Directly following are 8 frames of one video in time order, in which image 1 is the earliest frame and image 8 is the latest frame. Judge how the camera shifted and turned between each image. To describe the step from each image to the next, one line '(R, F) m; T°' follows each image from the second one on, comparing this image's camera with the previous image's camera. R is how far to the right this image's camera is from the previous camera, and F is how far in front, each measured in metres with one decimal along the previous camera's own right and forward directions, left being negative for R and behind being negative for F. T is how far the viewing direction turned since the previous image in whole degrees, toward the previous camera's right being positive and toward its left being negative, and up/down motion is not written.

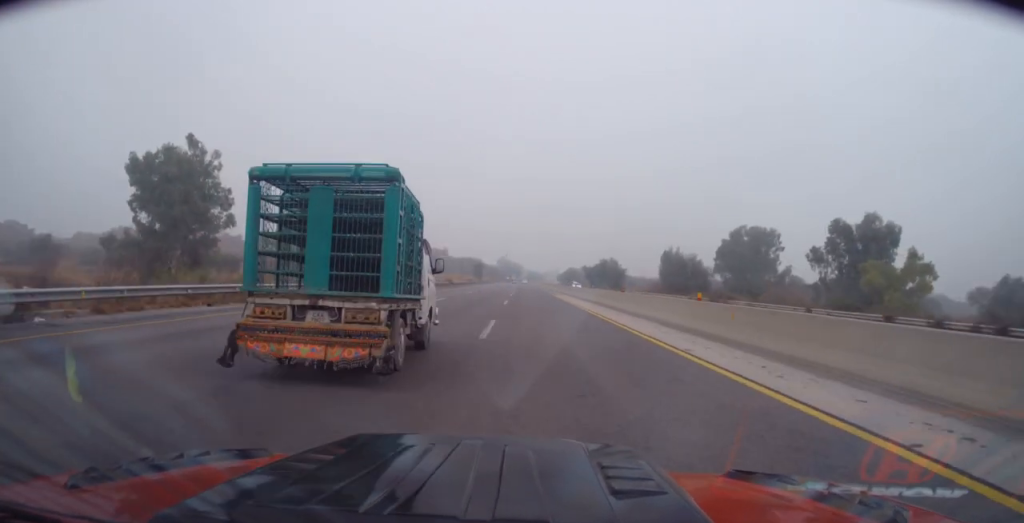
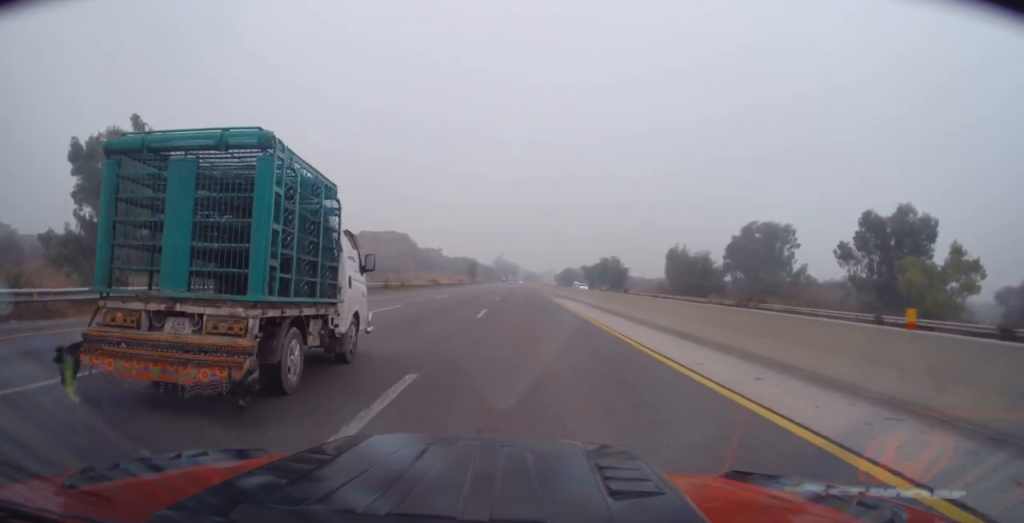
(0.0, +10.8) m; 0°
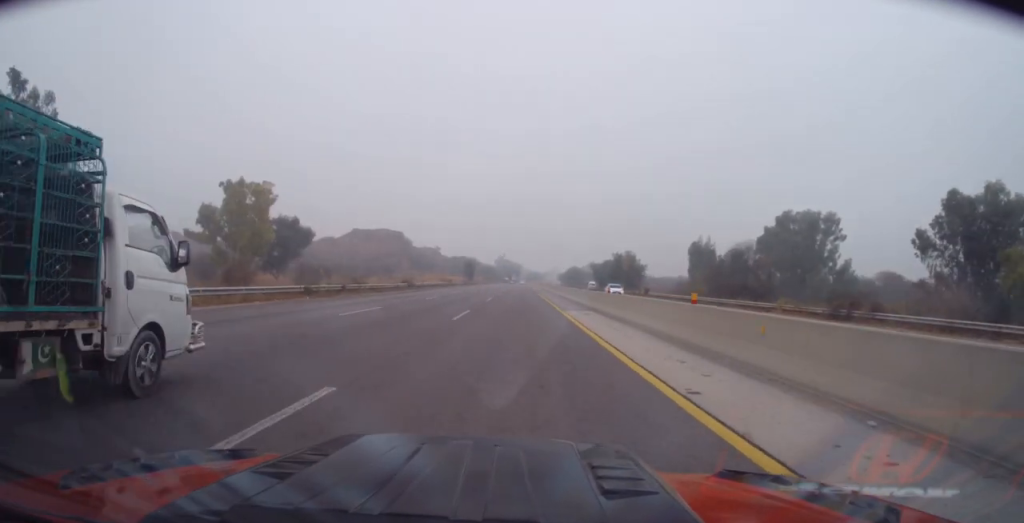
(+0.1, +19.0) m; -1°
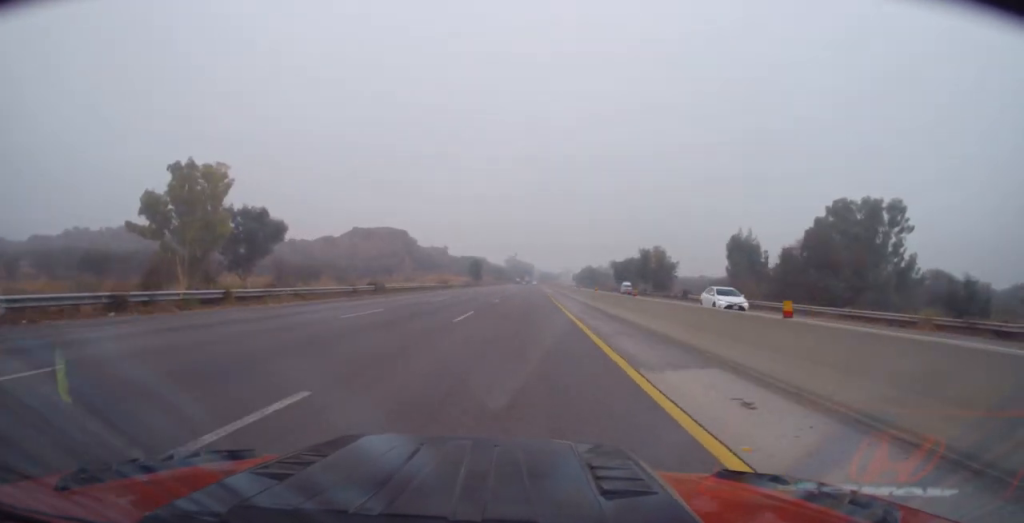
(-0.3, +18.4) m; -1°
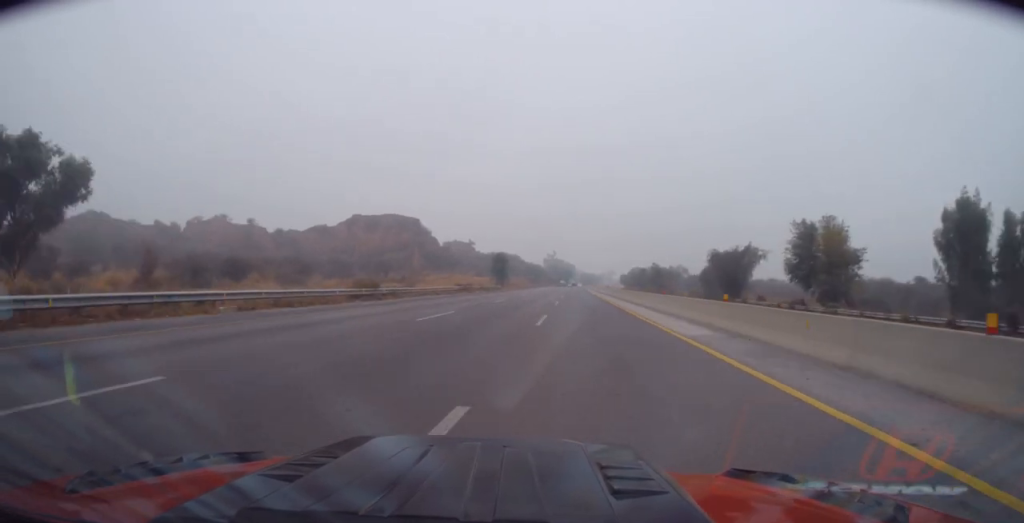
(-1.8, +54.4) m; -2°
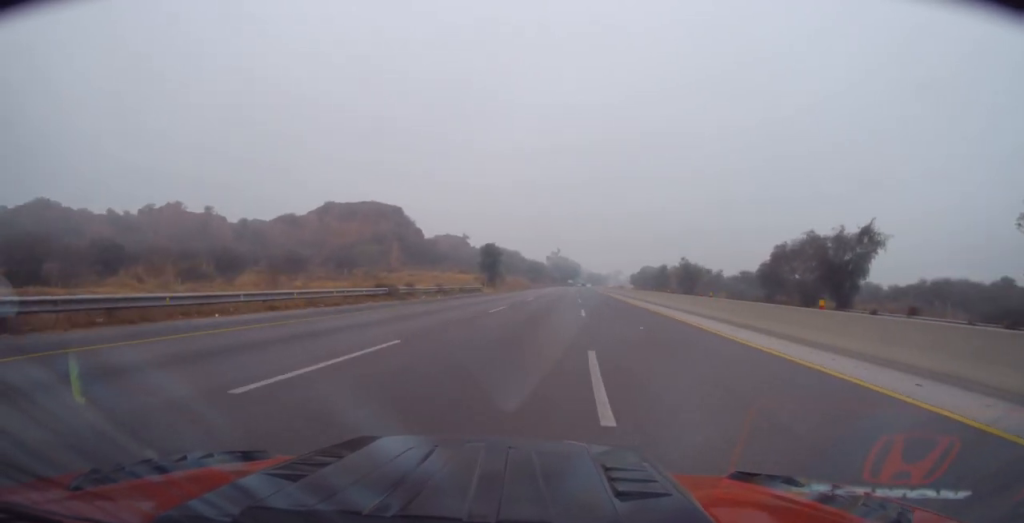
(+0.1, +30.5) m; 0°
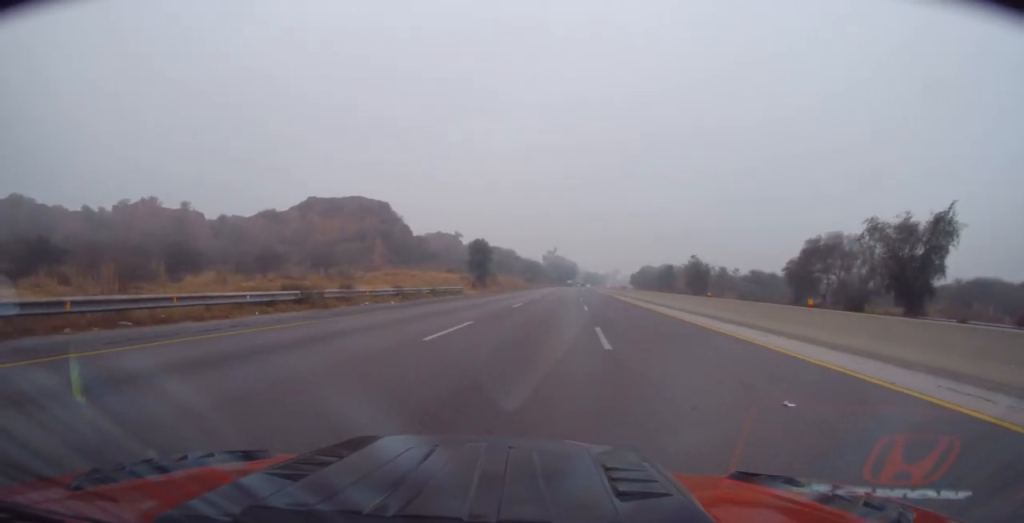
(-0.2, +11.4) m; 0°
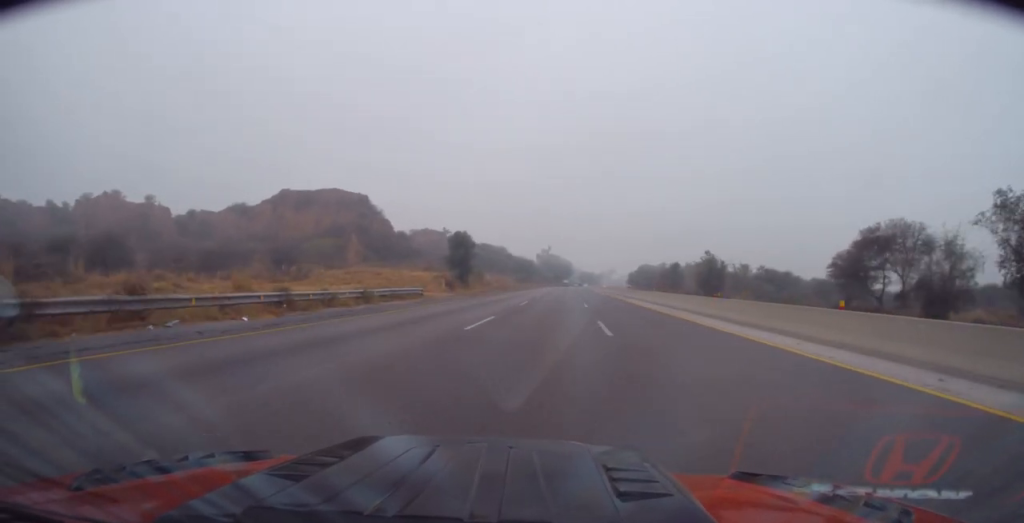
(+0.2, +14.5) m; +1°
